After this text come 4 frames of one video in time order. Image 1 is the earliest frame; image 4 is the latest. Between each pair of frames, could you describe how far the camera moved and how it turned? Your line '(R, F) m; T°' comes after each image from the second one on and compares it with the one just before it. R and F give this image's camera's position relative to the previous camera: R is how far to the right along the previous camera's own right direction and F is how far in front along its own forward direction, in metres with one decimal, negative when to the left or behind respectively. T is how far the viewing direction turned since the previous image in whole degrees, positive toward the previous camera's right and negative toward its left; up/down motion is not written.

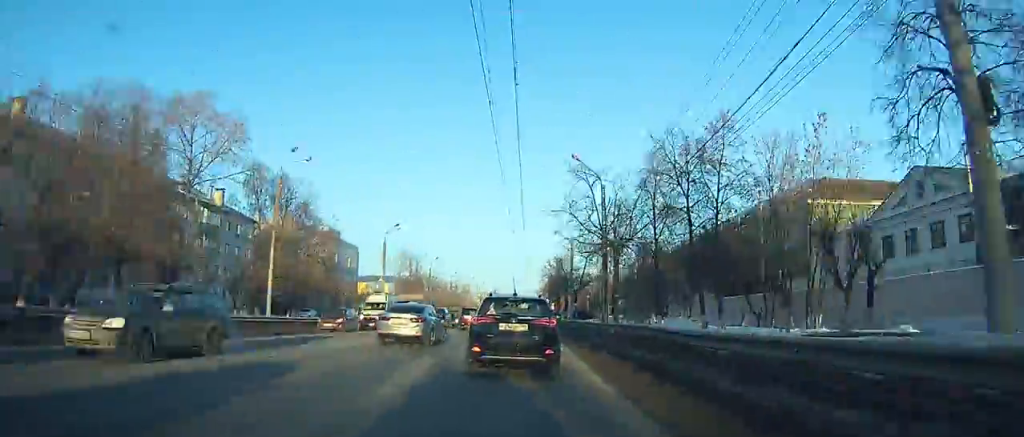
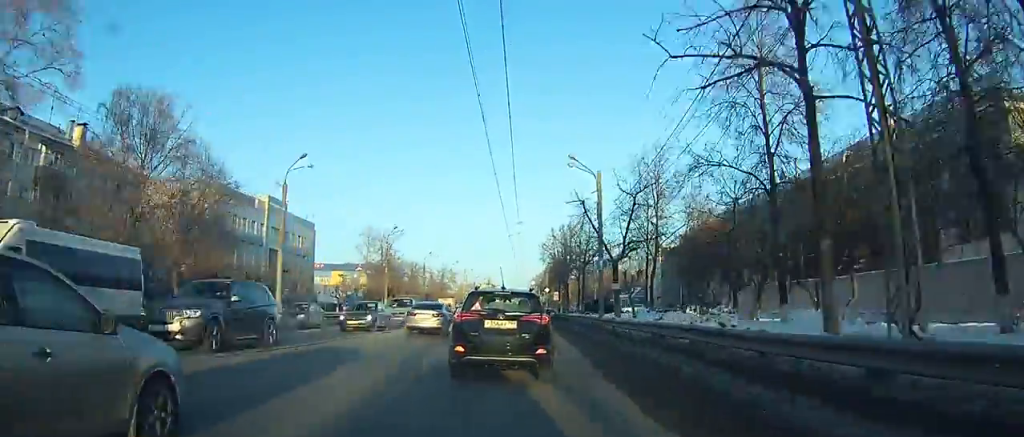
(+0.5, +27.5) m; +1°
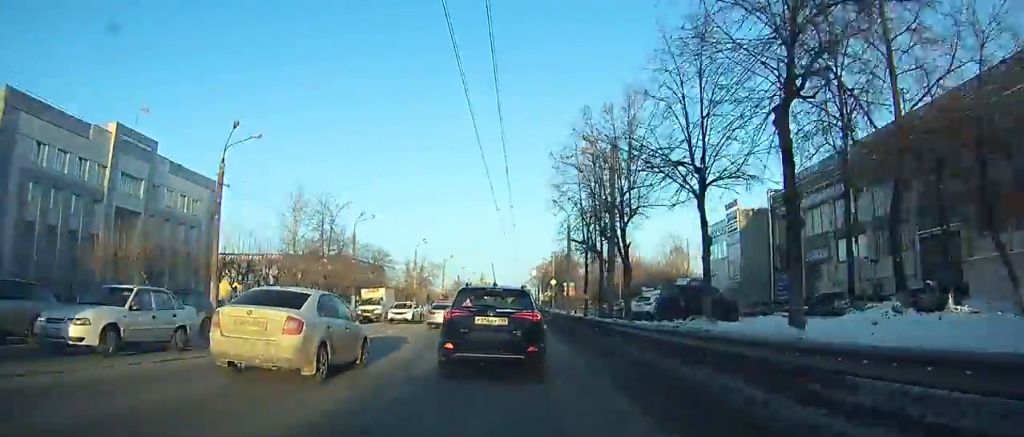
(0.0, +38.2) m; 0°
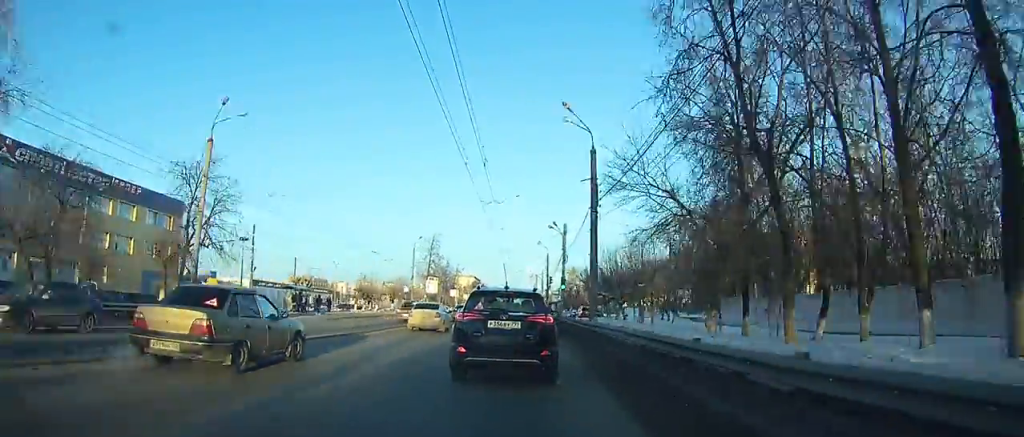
(-0.2, +136.5) m; -1°
